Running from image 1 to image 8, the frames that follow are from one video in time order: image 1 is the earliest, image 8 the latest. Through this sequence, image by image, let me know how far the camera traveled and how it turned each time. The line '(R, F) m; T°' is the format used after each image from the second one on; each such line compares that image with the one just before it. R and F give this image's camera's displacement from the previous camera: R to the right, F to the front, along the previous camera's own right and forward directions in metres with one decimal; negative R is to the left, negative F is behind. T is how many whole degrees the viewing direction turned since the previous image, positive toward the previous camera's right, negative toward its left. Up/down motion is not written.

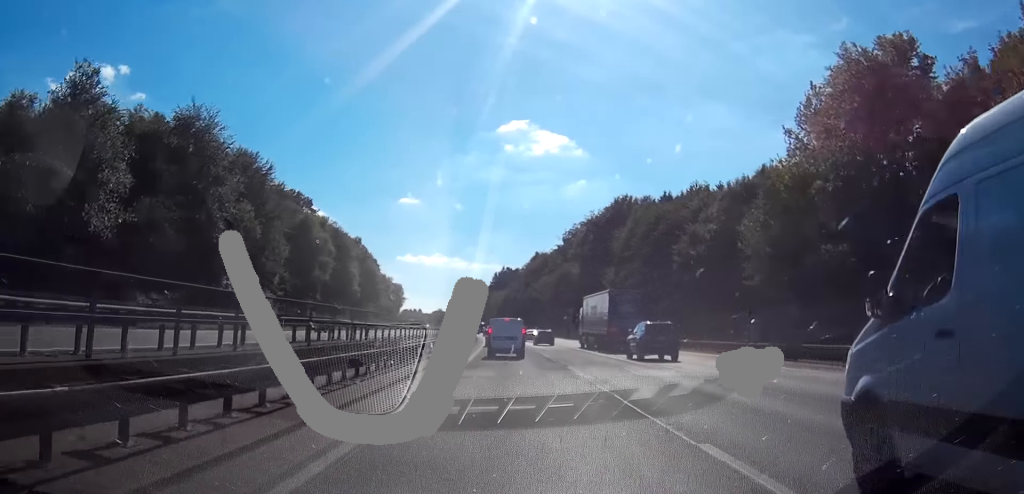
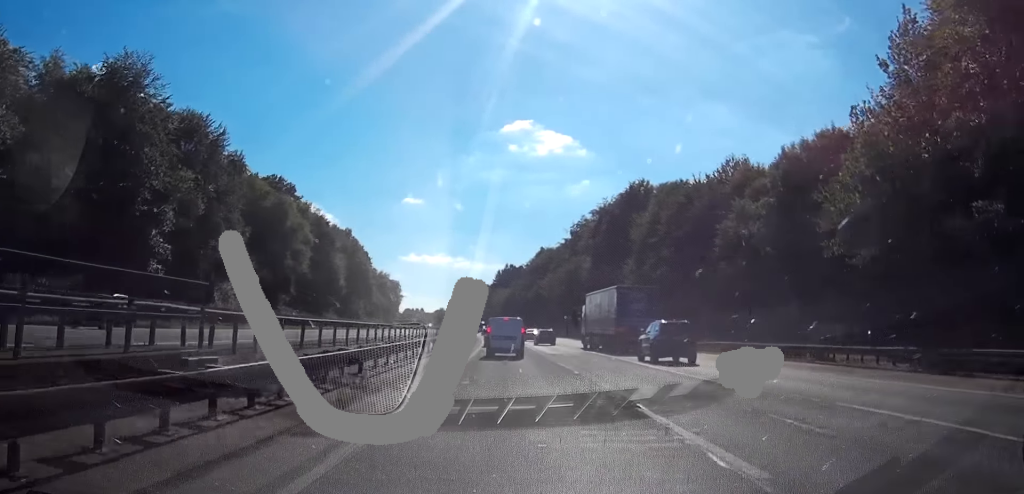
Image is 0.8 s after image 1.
(0.0, +13.3) m; 0°
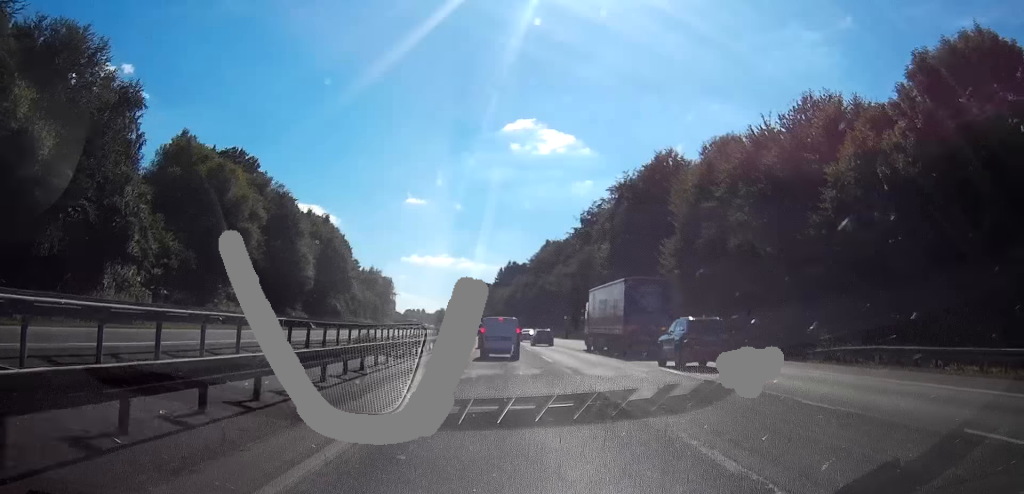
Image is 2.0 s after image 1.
(0.0, +20.0) m; 0°
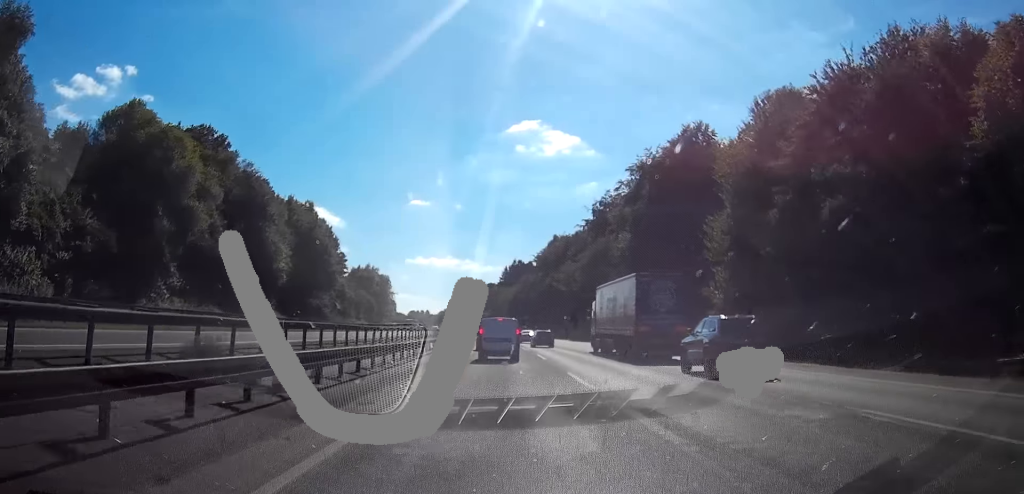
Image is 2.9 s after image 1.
(0.0, +13.4) m; 0°
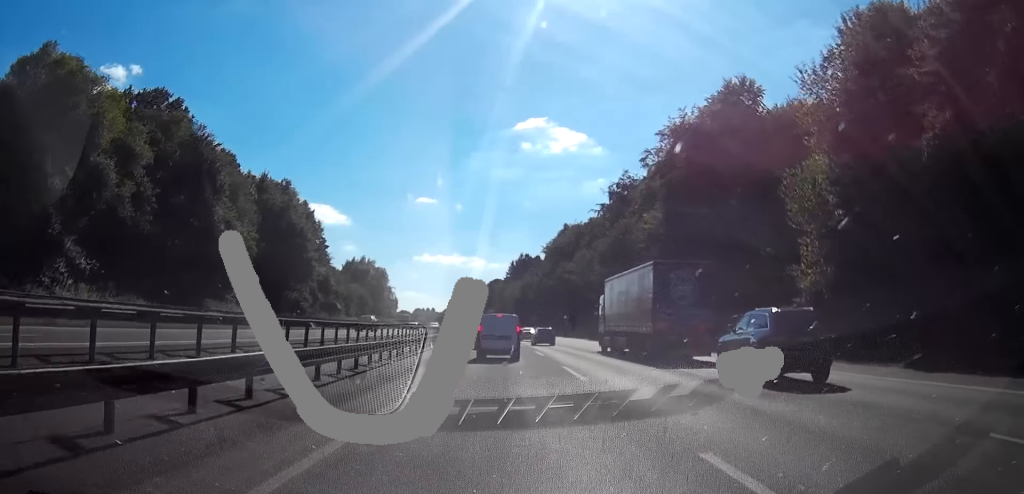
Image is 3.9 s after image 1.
(0.0, +14.8) m; 0°
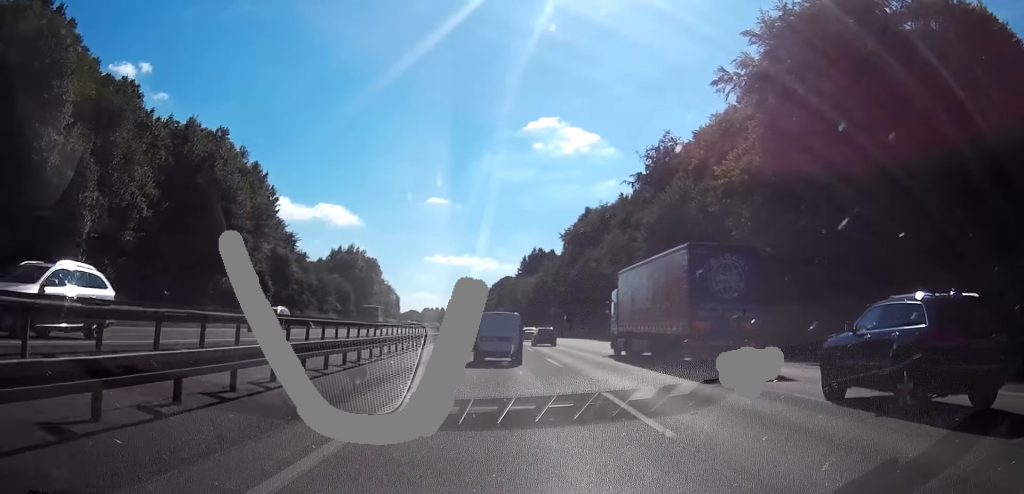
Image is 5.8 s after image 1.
(-0.1, +25.8) m; -1°
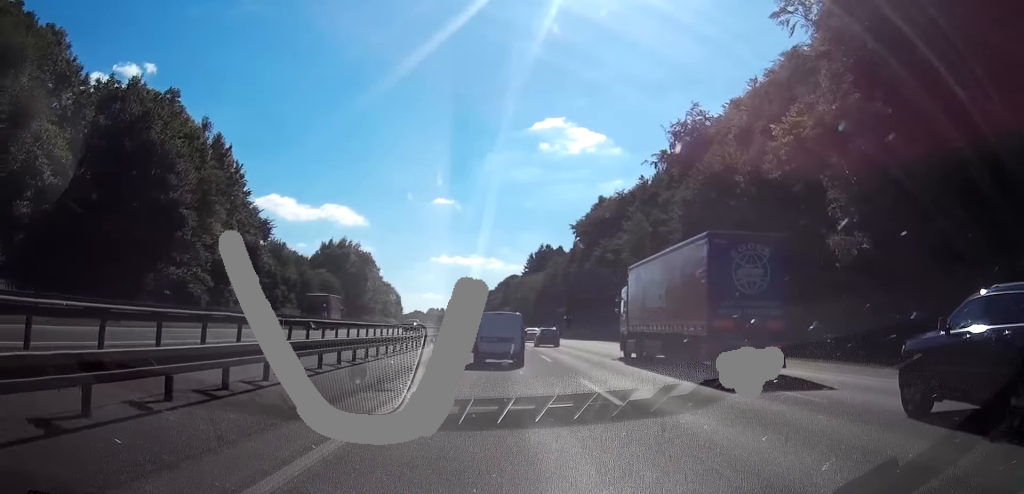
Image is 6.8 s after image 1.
(-0.1, +13.0) m; 0°
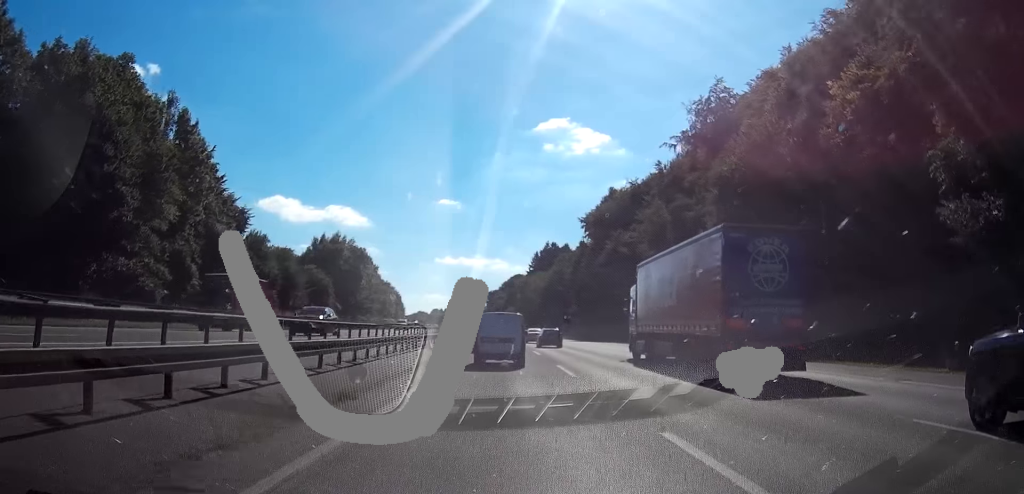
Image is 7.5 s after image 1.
(0.0, +9.3) m; 0°
